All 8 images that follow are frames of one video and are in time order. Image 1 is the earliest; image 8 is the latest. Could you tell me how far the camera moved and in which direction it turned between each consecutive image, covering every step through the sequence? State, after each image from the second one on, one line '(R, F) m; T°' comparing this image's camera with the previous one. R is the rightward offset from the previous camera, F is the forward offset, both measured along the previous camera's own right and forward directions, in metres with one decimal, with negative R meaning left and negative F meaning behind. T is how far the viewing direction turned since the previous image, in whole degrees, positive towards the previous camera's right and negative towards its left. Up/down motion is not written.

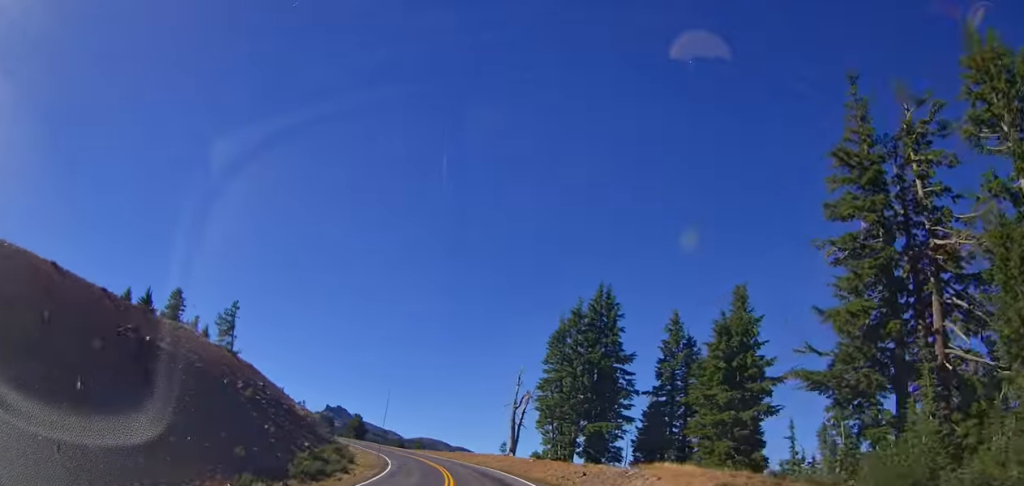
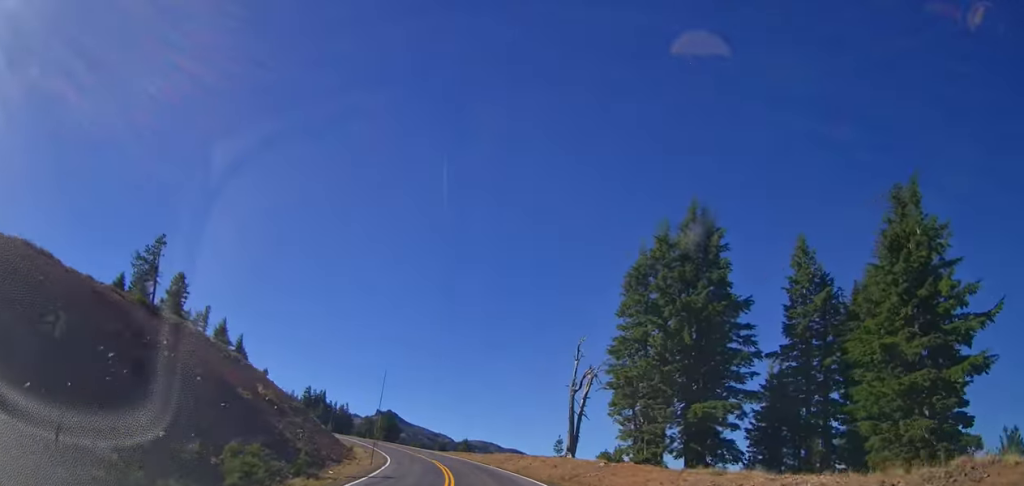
(-0.9, +18.6) m; -9°
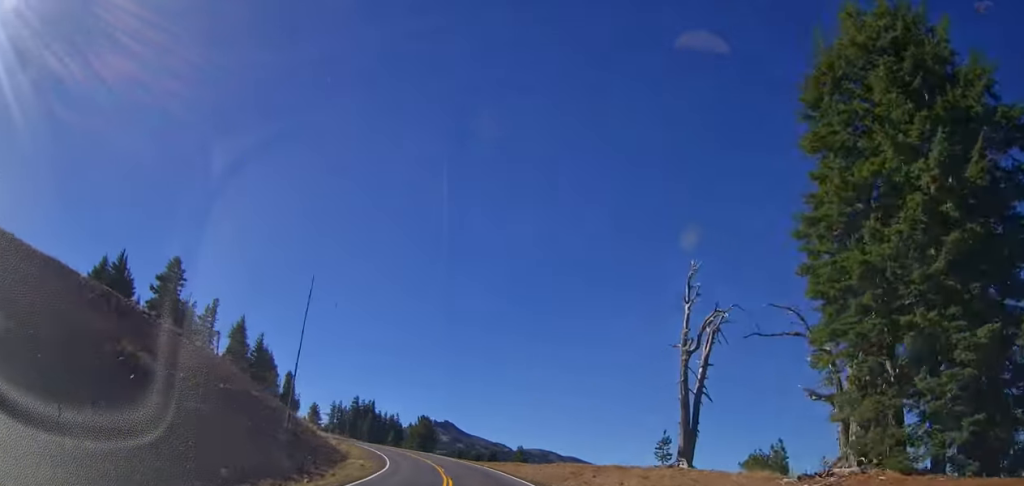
(-2.4, +20.4) m; -9°
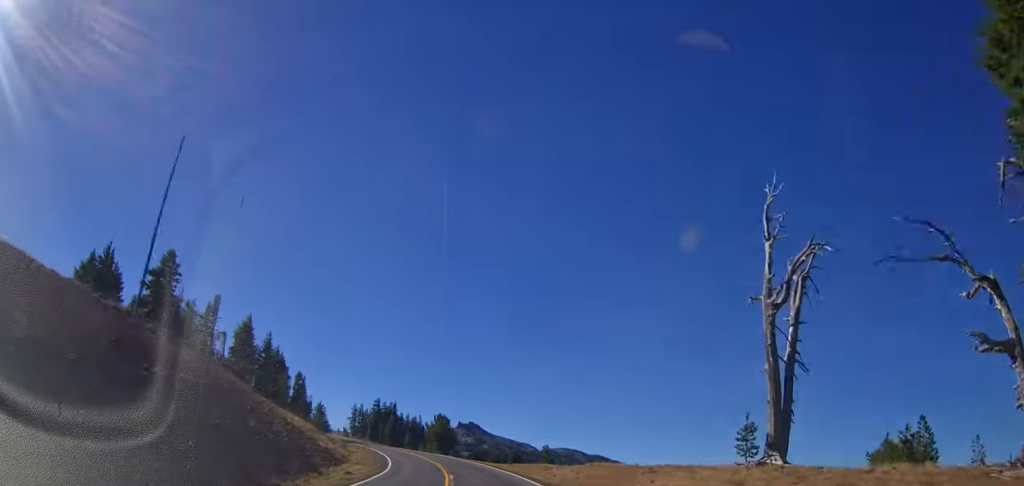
(-0.1, +8.2) m; -2°
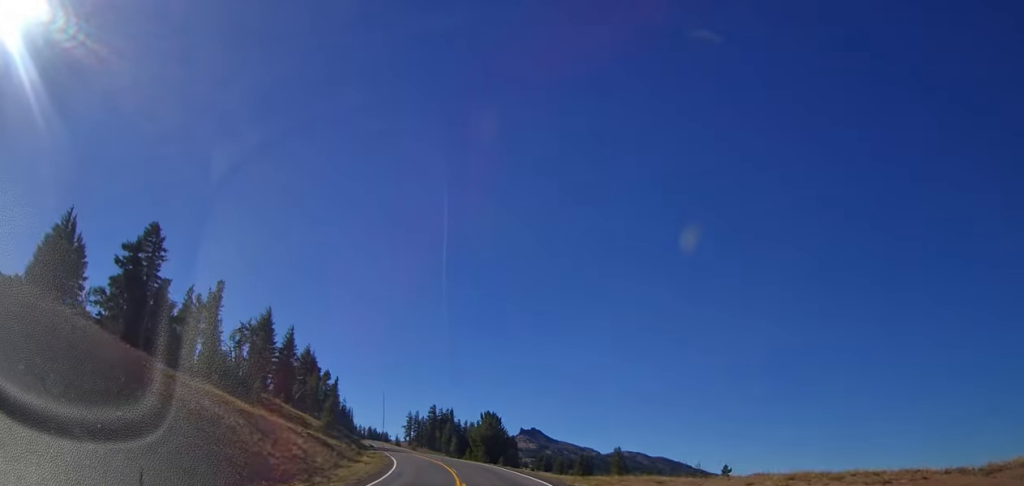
(-1.0, +19.4) m; -7°
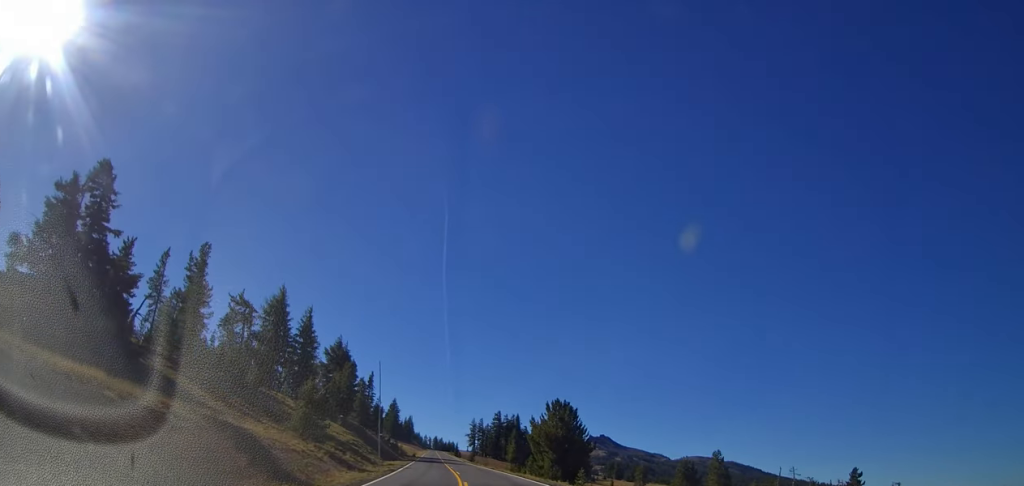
(-1.9, +23.1) m; -8°
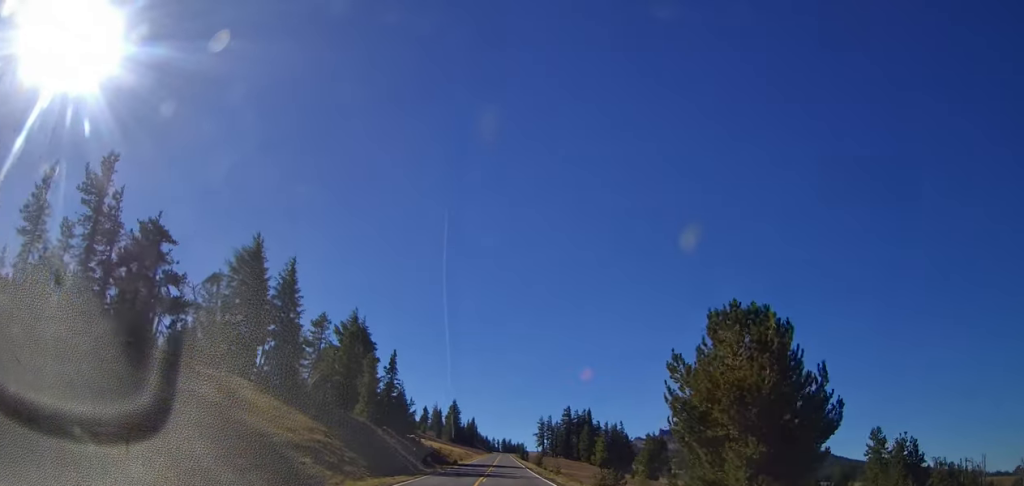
(-1.8, +29.0) m; -7°
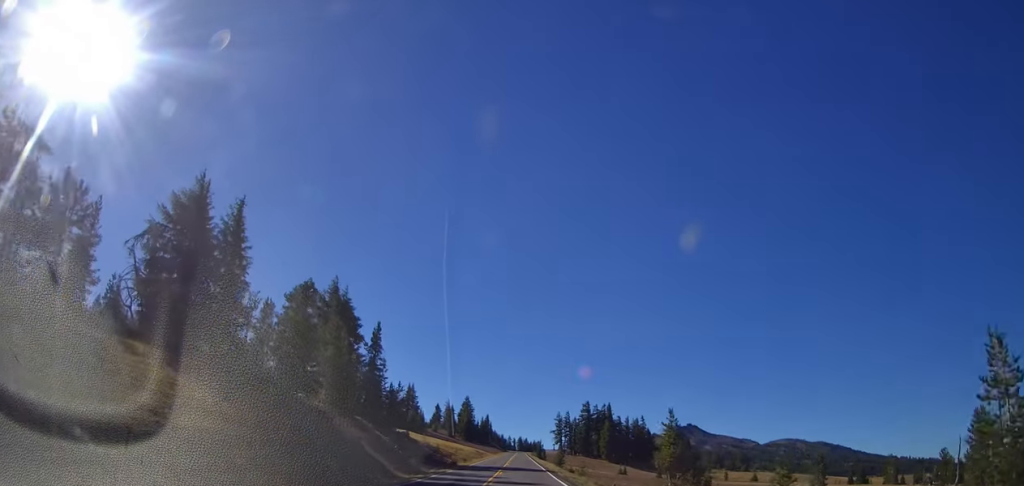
(-0.6, +16.0) m; -3°
